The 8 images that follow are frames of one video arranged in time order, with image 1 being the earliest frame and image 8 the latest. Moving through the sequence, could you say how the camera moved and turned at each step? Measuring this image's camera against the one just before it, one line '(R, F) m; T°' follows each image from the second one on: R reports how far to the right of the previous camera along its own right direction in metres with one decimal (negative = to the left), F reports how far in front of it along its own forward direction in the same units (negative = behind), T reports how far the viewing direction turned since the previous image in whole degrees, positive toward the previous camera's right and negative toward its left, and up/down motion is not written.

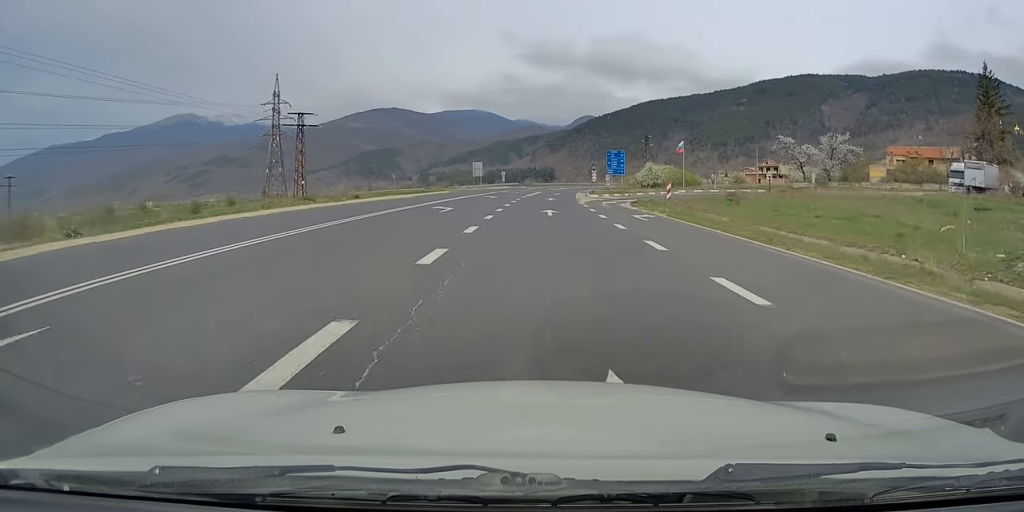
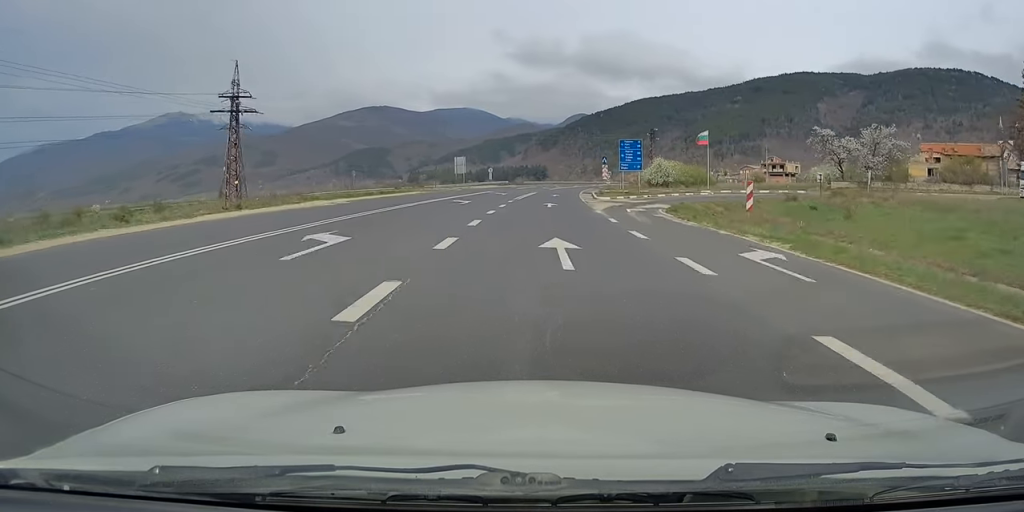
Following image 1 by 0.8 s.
(+0.2, +15.1) m; +1°
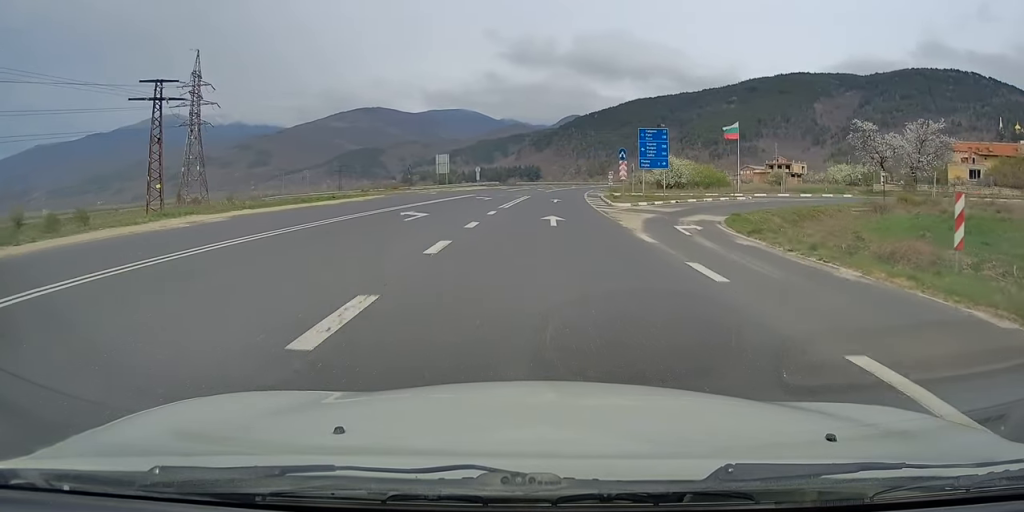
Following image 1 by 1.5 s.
(+0.1, +12.1) m; +1°
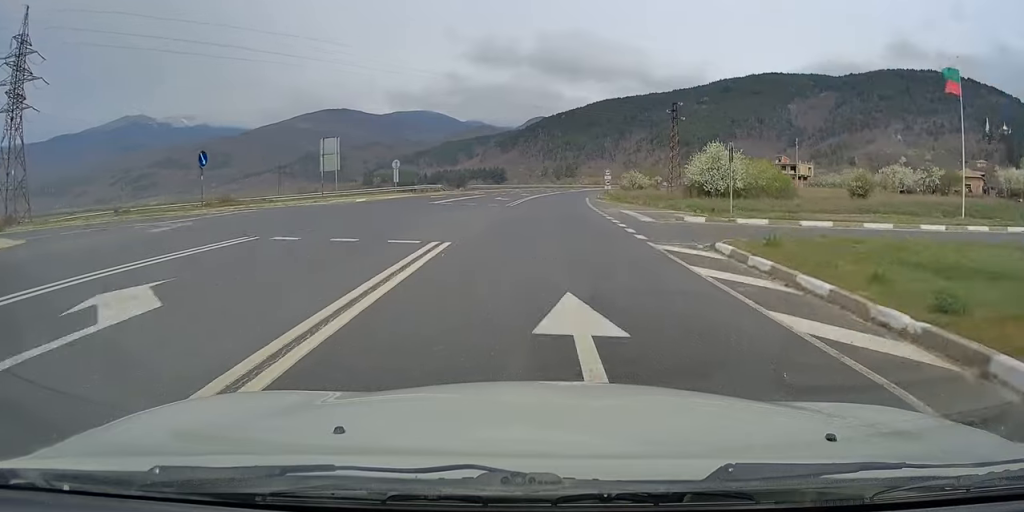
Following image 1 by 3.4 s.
(+0.8, +35.0) m; +3°
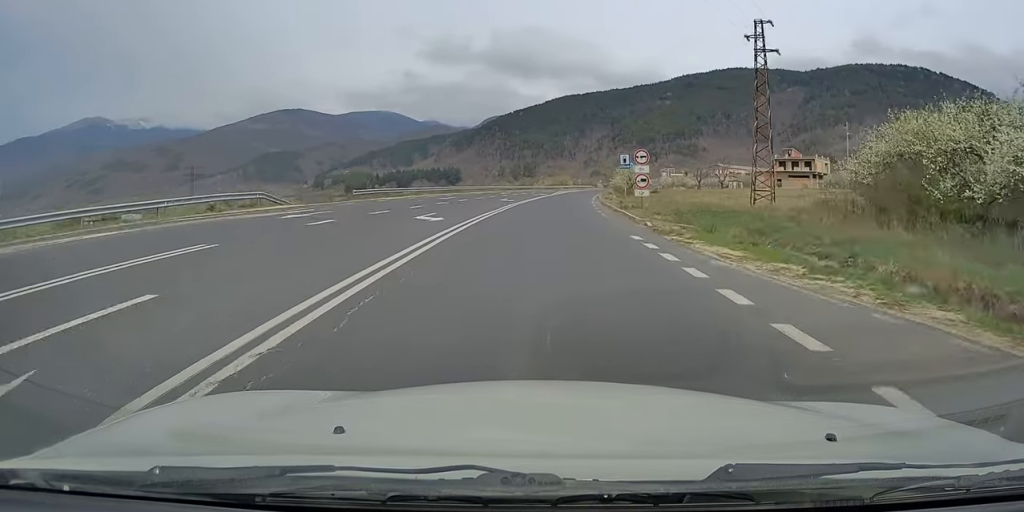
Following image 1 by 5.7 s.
(+1.4, +40.6) m; +4°
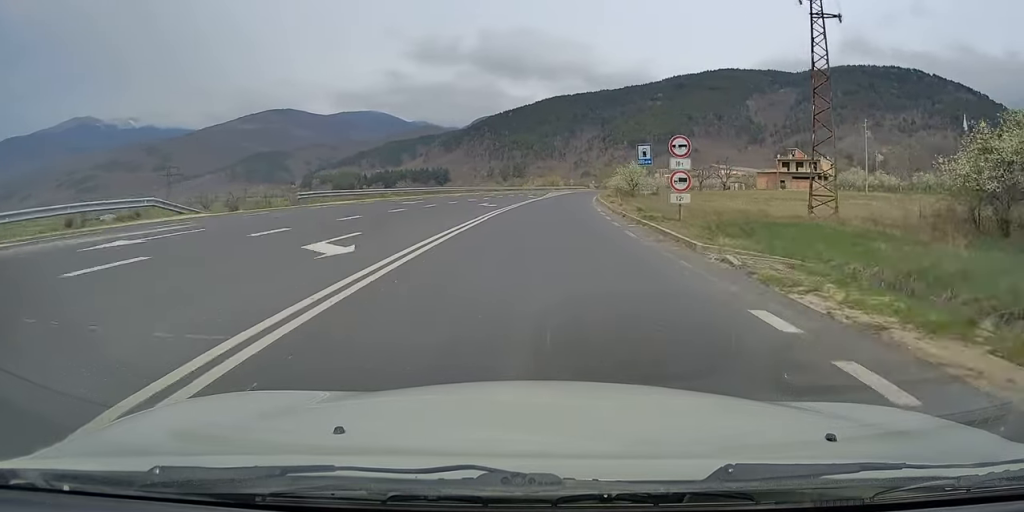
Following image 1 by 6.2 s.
(+0.1, +9.5) m; +1°
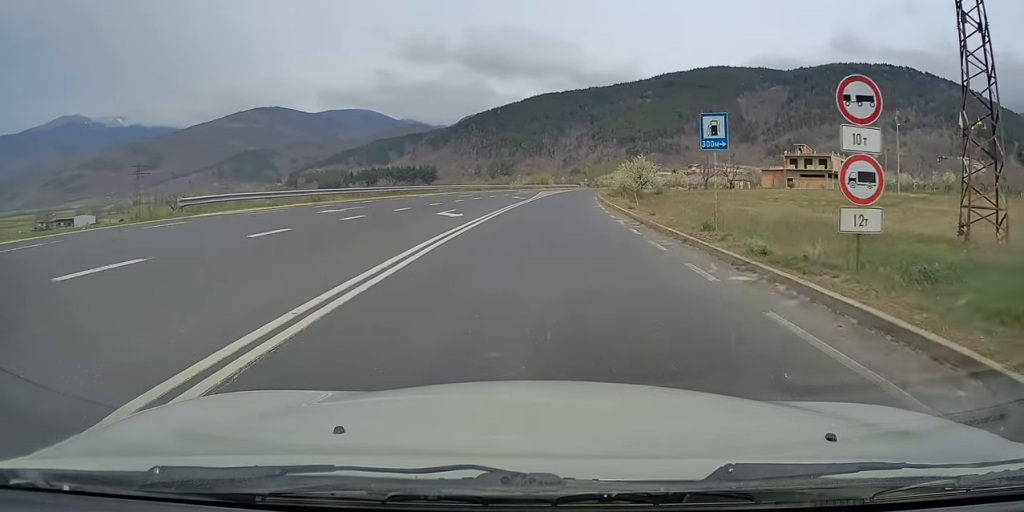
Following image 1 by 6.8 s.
(0.0, +12.2) m; +1°
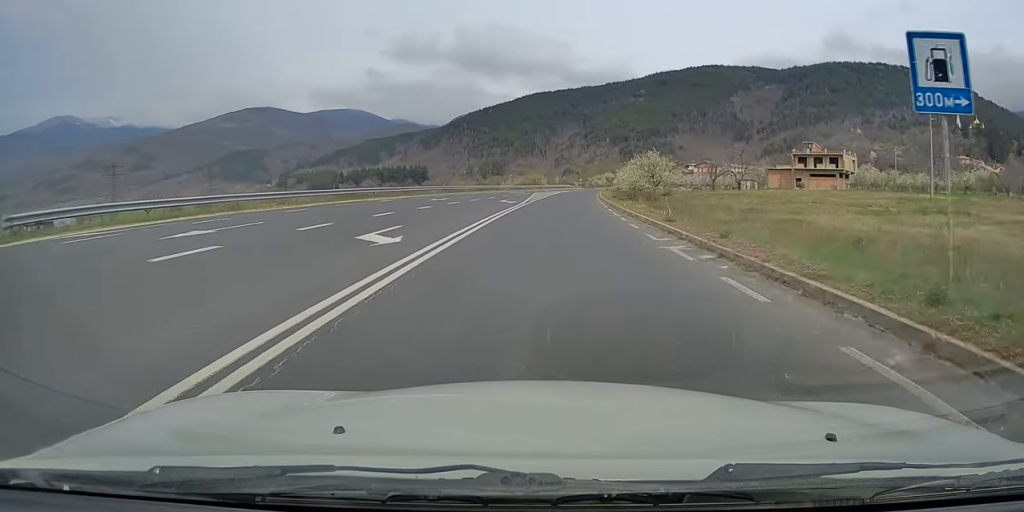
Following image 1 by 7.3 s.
(+0.2, +9.7) m; +1°
